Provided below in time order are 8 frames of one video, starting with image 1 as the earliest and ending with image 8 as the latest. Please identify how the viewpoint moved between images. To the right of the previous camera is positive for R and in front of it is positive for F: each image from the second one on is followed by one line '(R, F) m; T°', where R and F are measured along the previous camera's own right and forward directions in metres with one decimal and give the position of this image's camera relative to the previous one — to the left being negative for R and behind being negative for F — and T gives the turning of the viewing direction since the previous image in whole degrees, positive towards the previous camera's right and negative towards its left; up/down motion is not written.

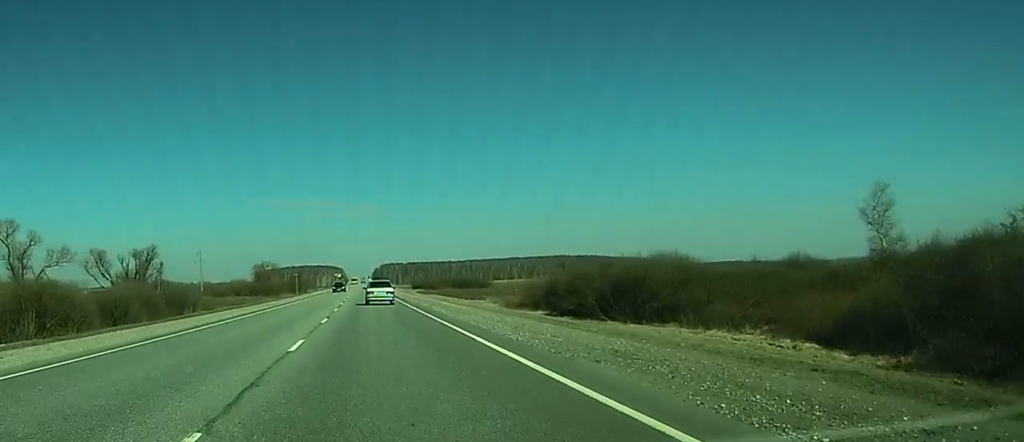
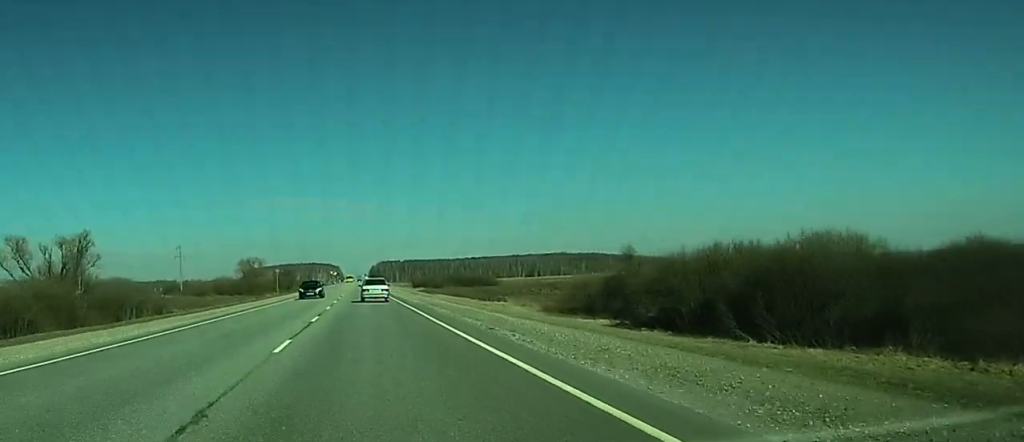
(+0.2, +24.9) m; 0°
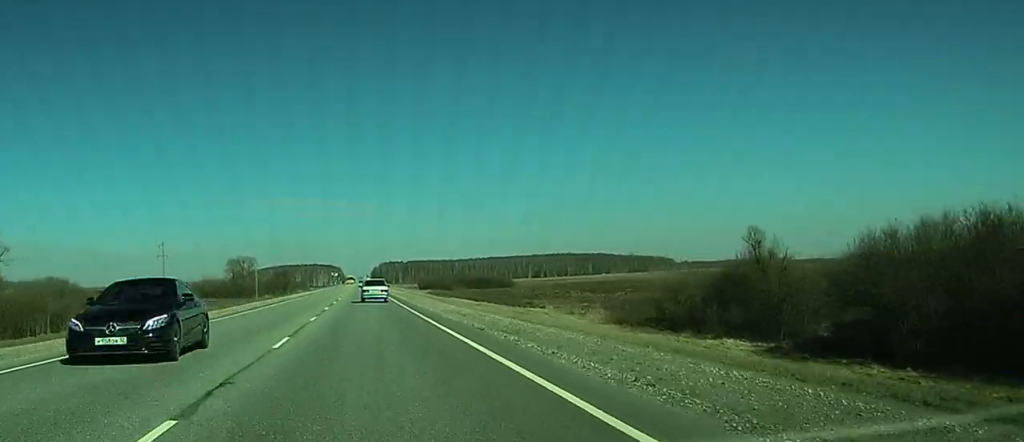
(0.0, +23.1) m; 0°
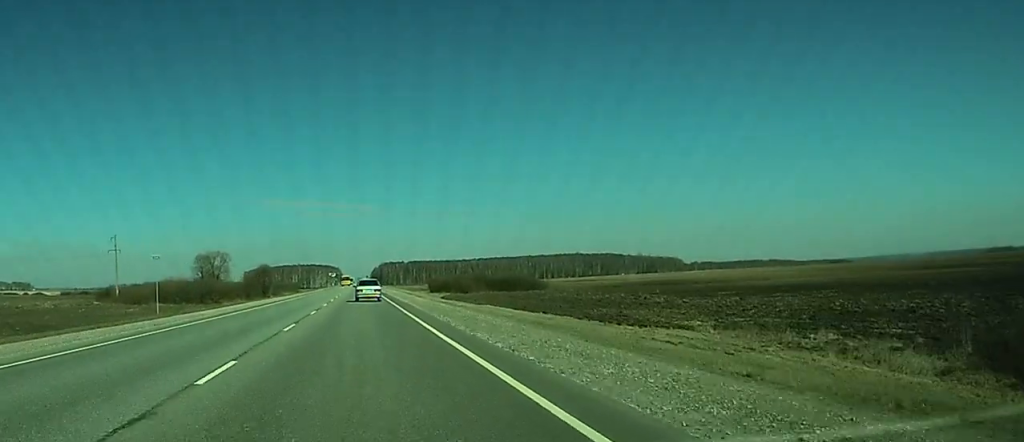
(-0.2, +42.5) m; -1°
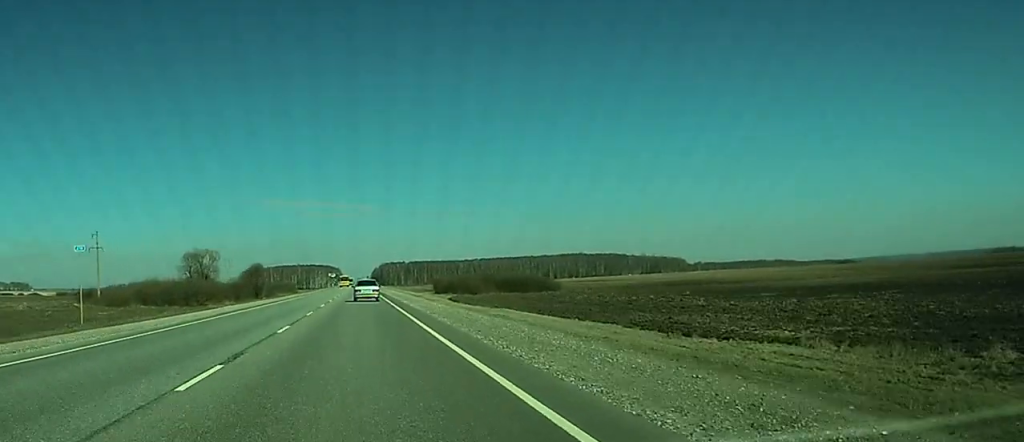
(-0.1, +12.7) m; 0°
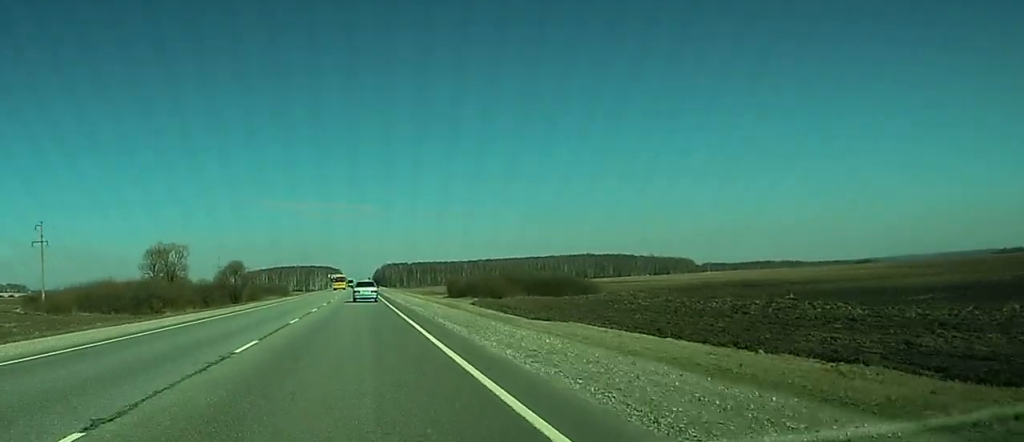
(+0.2, +28.7) m; +1°
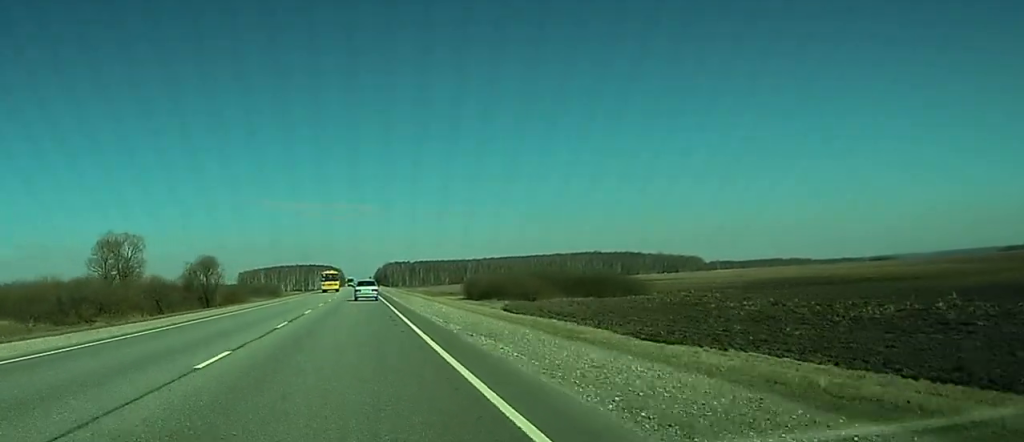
(+0.2, +24.0) m; 0°
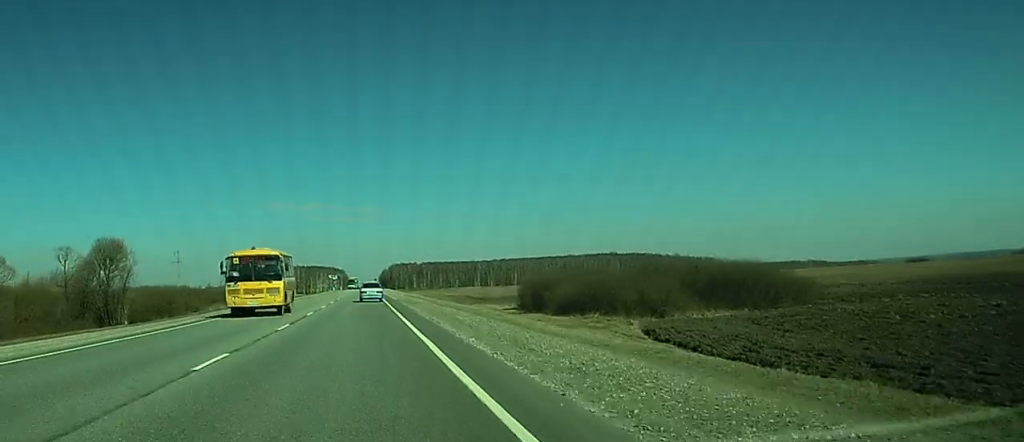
(-0.1, +39.3) m; 0°
